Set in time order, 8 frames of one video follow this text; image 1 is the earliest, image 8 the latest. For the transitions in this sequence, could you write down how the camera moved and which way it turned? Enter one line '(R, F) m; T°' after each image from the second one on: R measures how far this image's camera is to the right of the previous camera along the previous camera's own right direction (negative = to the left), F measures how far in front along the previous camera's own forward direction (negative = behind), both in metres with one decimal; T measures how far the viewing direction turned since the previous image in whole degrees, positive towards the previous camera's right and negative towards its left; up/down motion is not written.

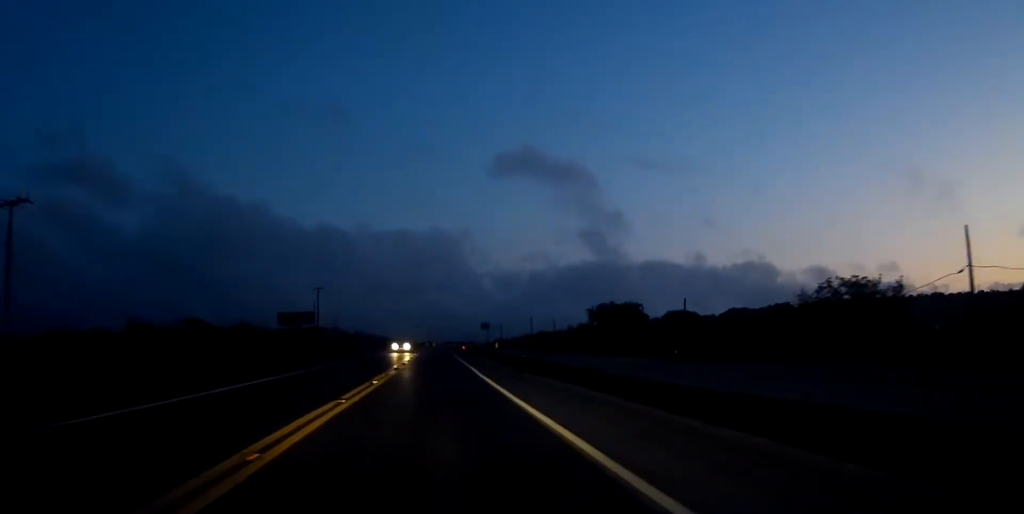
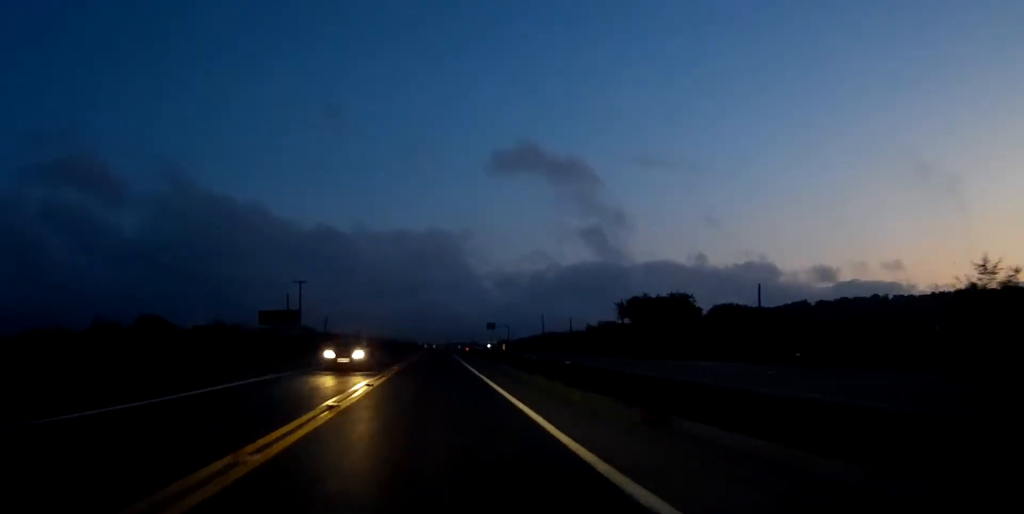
(+0.1, +20.3) m; 0°
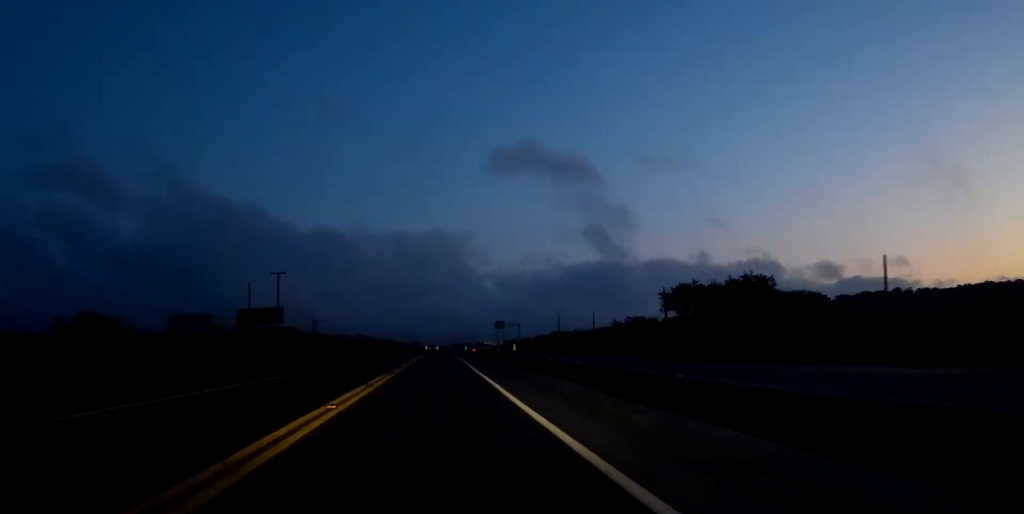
(-0.1, +20.1) m; 0°
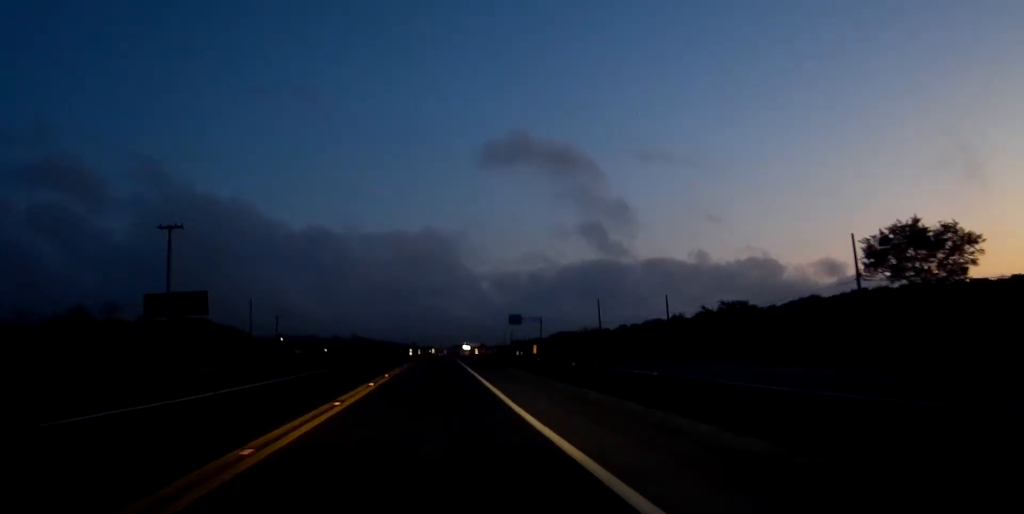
(+0.3, +45.0) m; +1°
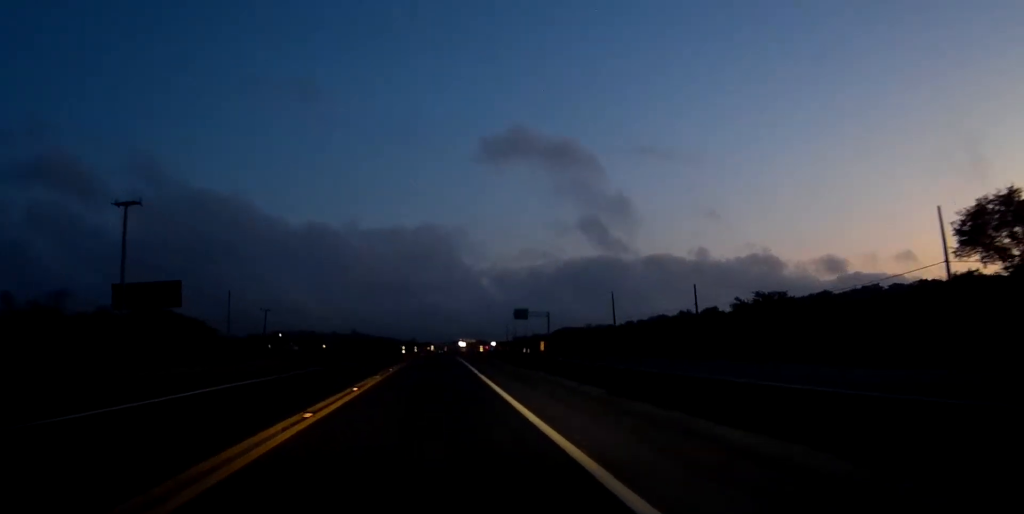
(0.0, +10.3) m; 0°
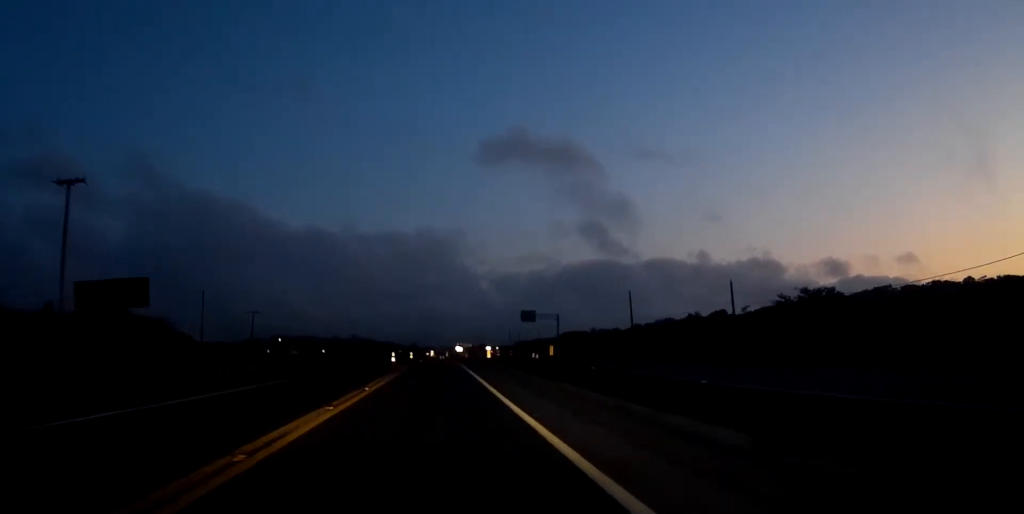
(0.0, +10.2) m; 0°
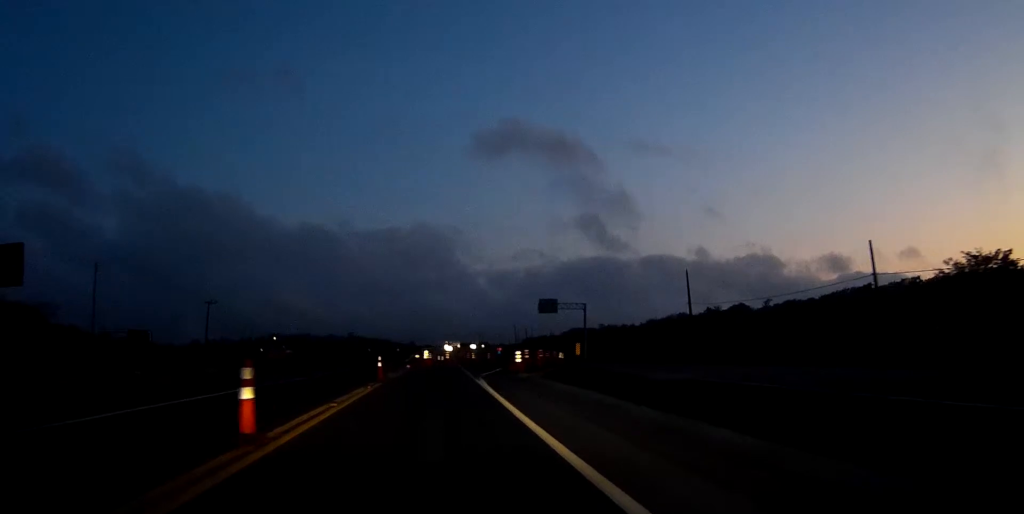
(0.0, +25.4) m; 0°
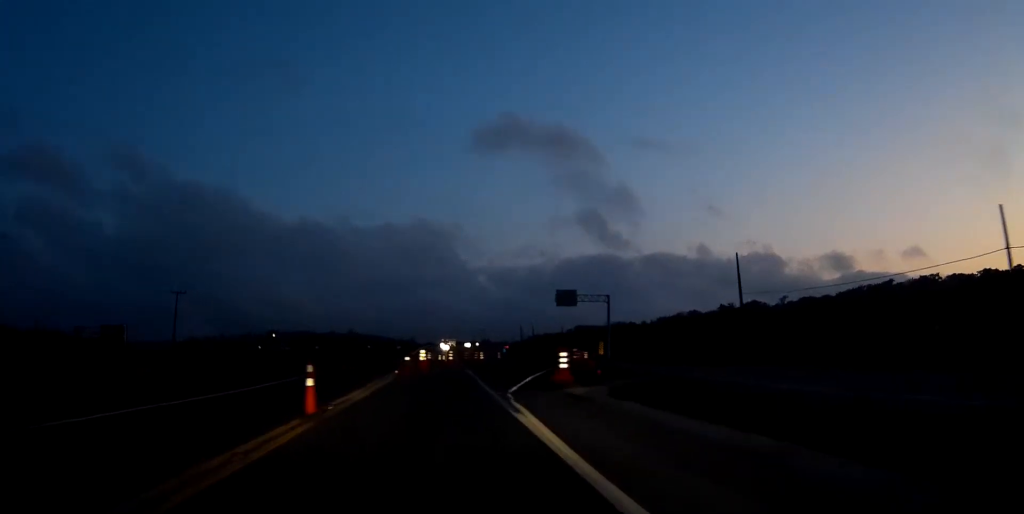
(0.0, +13.9) m; +1°
